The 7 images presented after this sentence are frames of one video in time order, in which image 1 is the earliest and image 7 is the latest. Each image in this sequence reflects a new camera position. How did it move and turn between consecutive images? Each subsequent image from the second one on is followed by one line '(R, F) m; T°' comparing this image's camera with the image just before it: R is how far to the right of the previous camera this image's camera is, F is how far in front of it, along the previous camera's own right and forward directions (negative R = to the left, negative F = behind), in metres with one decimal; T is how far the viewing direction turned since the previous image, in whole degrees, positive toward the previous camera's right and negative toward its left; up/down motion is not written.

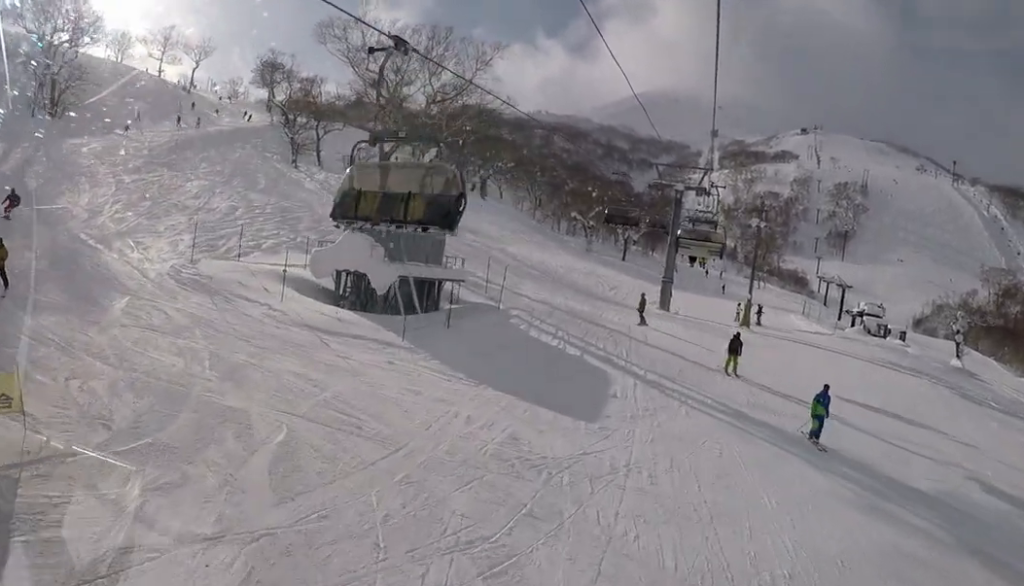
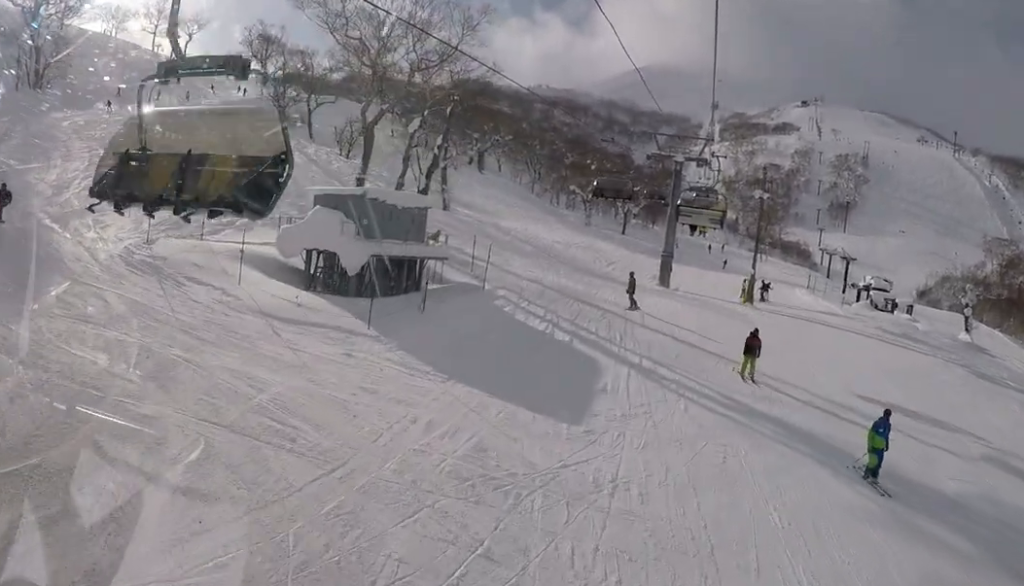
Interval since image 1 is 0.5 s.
(0.0, +2.6) m; +3°
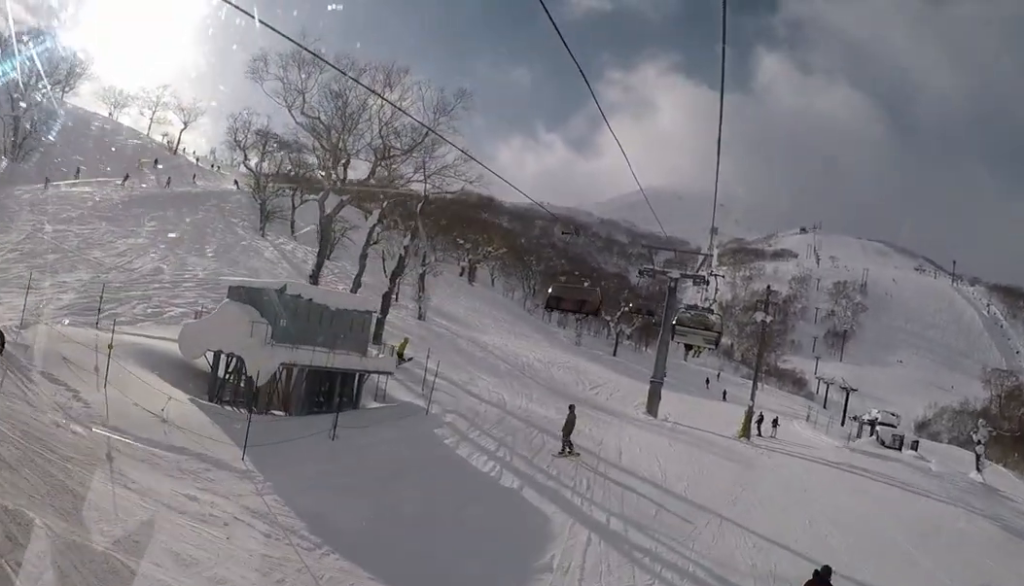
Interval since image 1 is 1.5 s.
(+0.4, +5.3) m; +13°
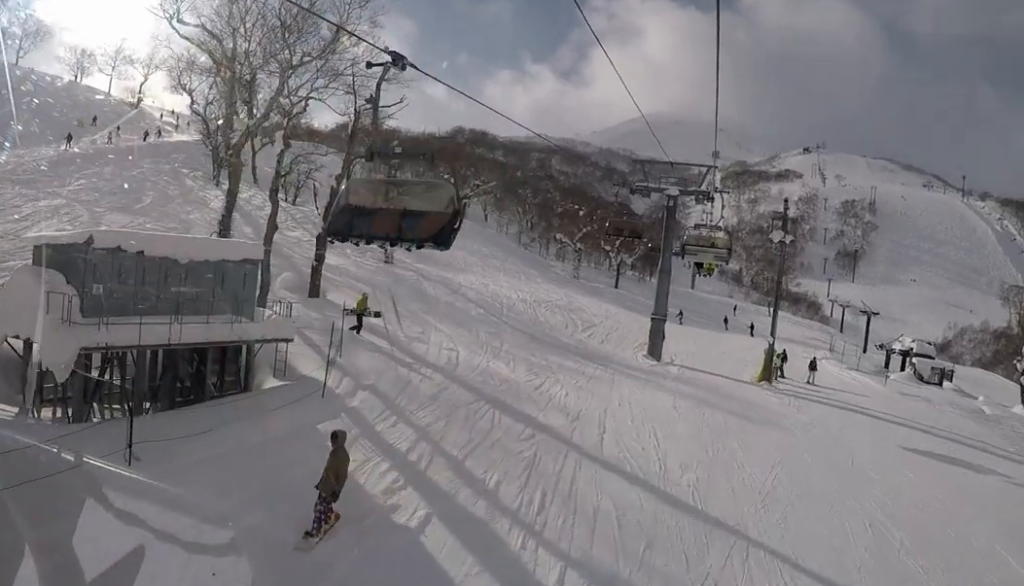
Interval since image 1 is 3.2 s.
(+0.2, +8.1) m; -12°
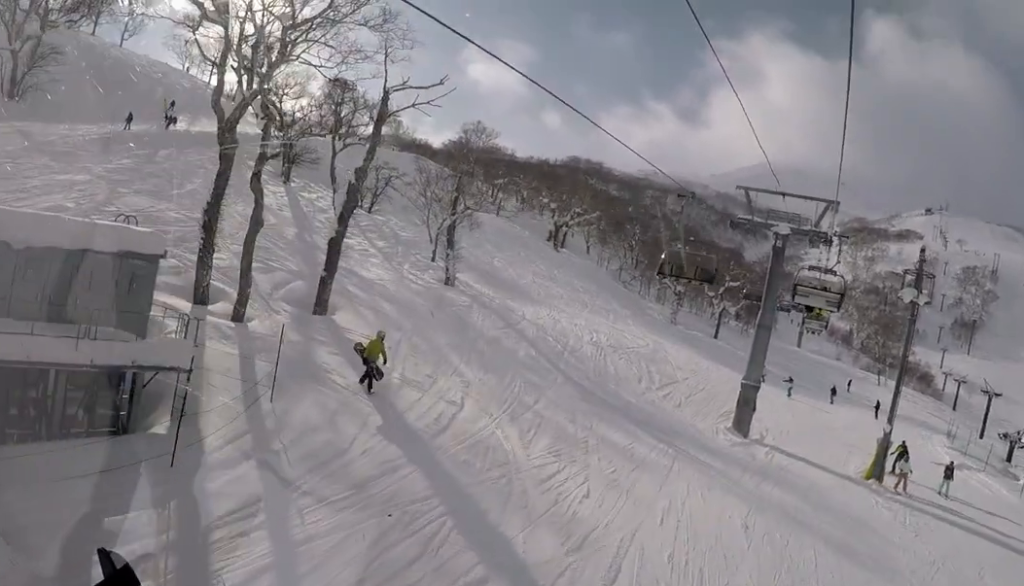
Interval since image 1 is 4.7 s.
(-0.5, +7.4) m; -3°
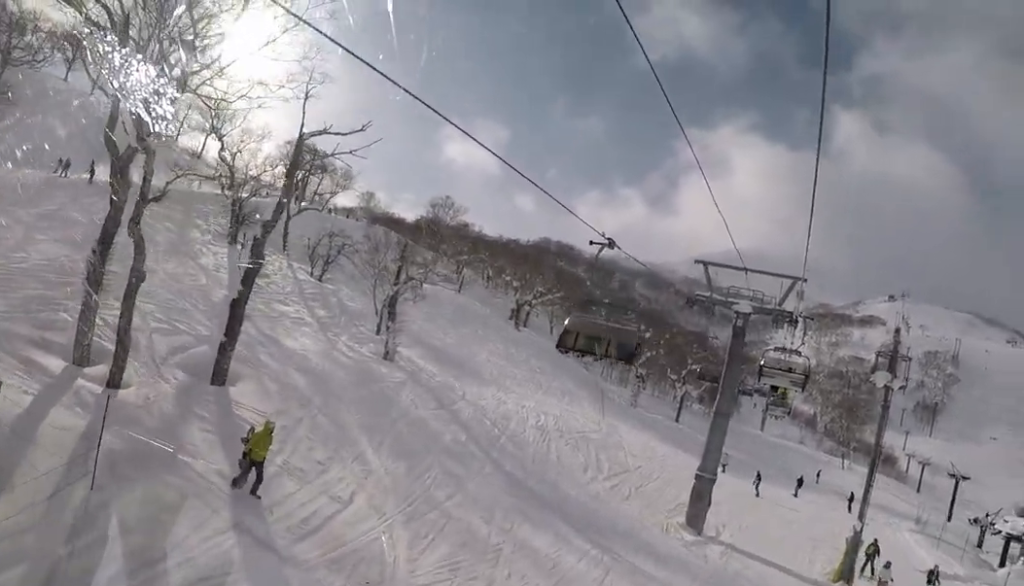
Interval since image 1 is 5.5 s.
(0.0, +3.9) m; +4°
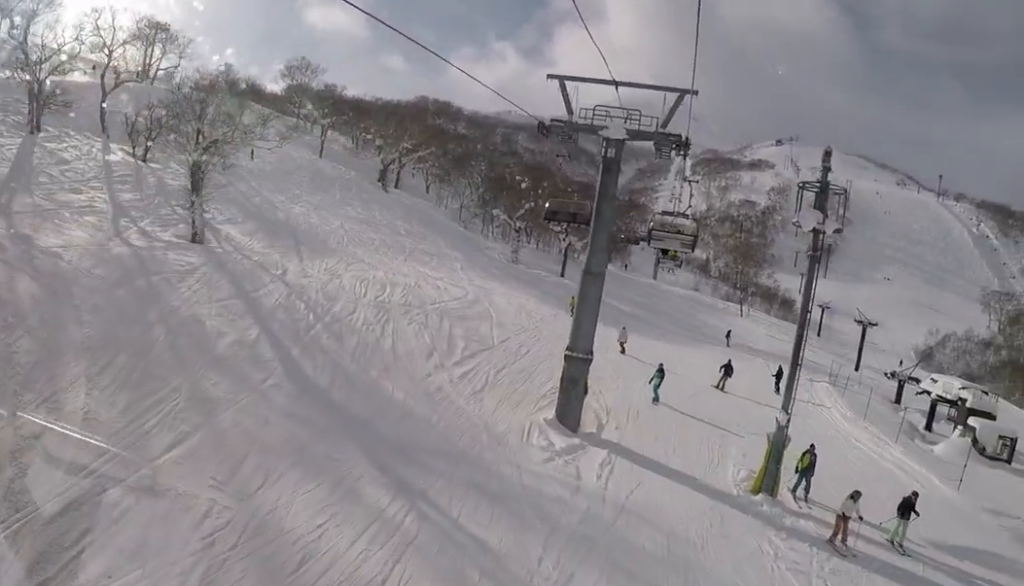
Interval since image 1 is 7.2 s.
(+1.7, +8.7) m; +10°
